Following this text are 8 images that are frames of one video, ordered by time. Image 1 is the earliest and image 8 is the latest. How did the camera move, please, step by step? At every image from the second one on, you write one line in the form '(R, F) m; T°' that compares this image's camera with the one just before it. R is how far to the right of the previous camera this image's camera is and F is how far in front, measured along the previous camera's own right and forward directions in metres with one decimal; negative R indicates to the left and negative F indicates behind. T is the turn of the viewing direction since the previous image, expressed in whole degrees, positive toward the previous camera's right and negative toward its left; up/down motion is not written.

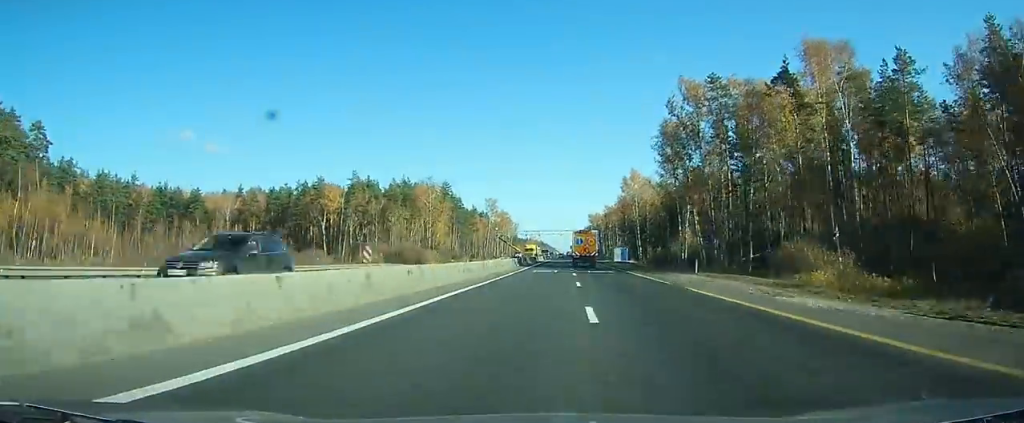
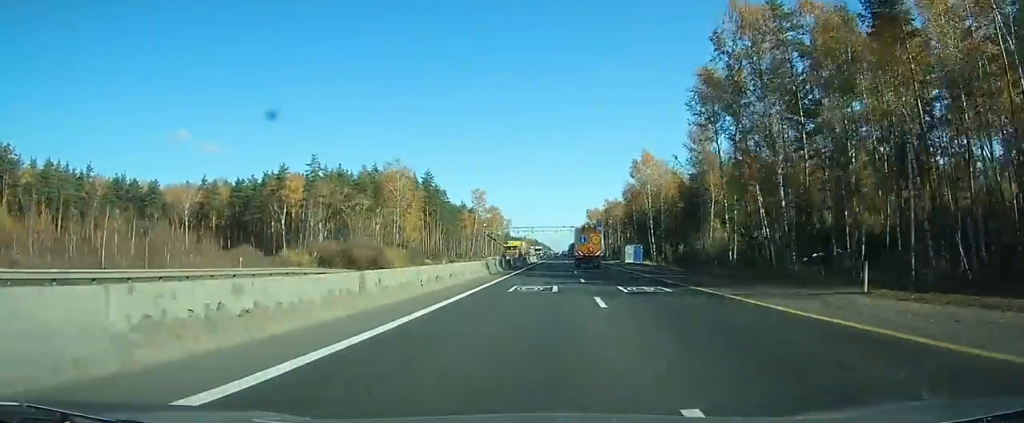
(0.0, +20.7) m; 0°
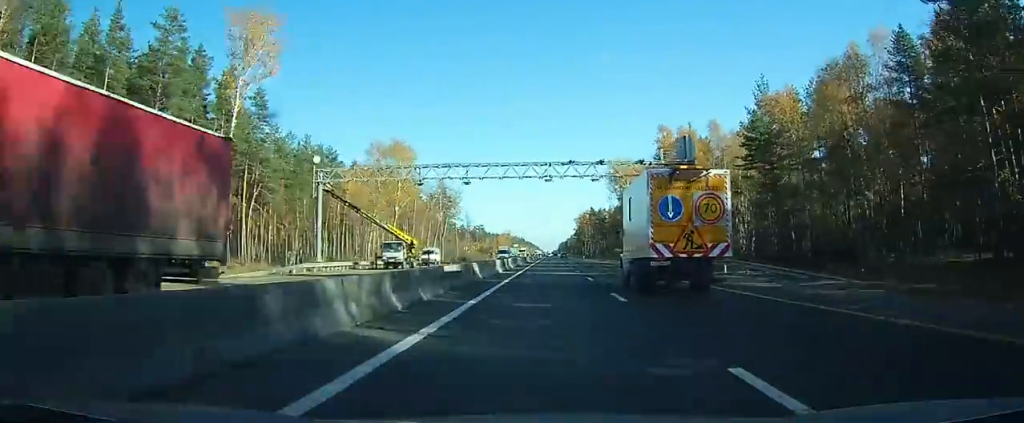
(+0.9, +115.1) m; +1°
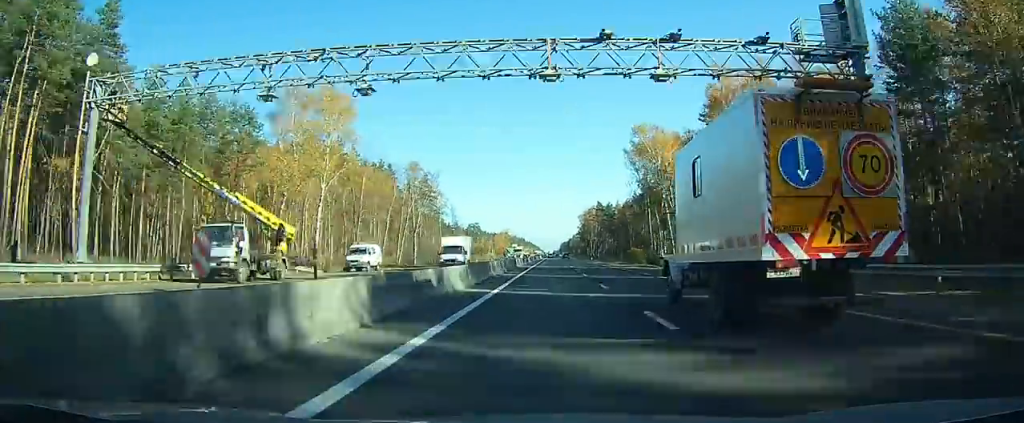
(+0.1, +31.1) m; 0°
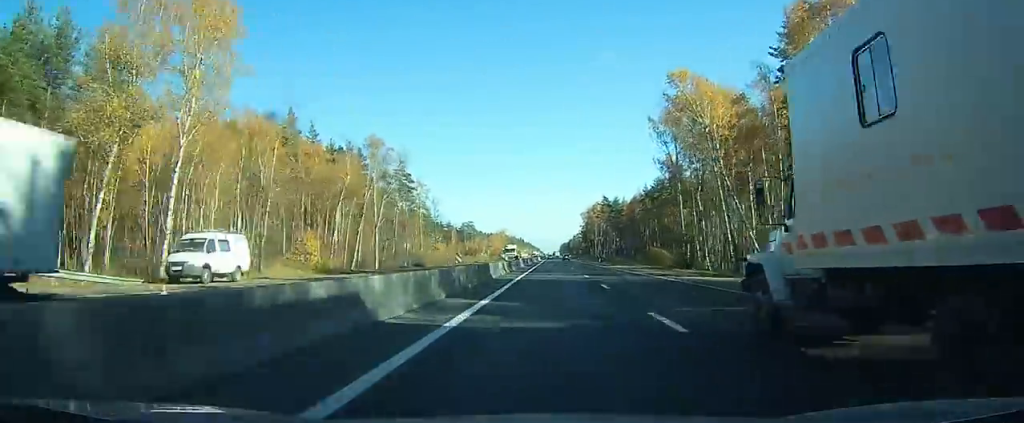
(0.0, +25.6) m; 0°
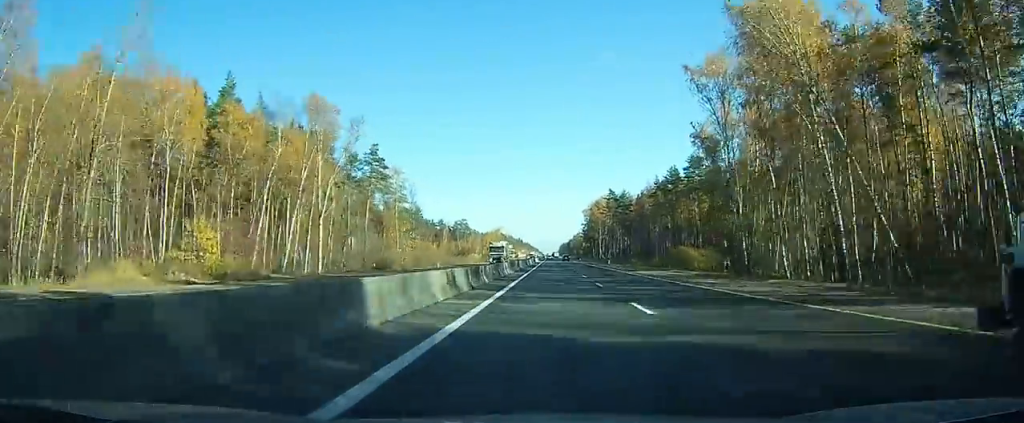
(0.0, +21.9) m; 0°
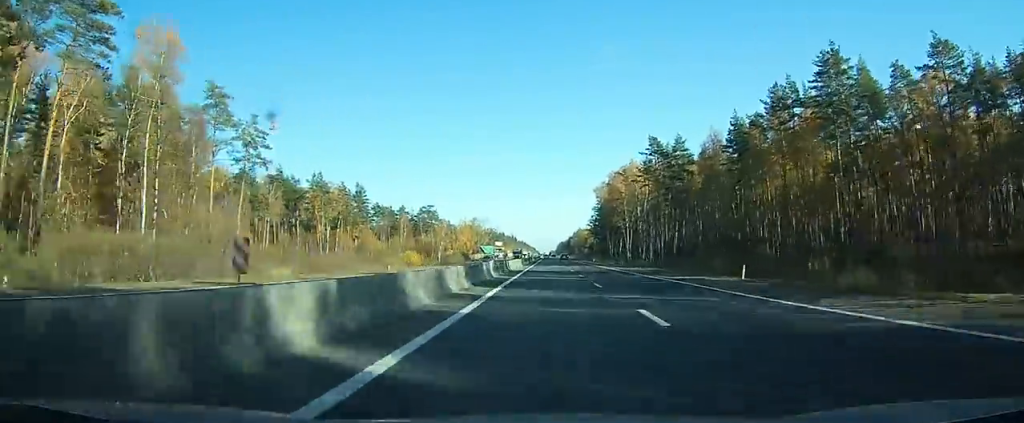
(0.0, +74.9) m; 0°
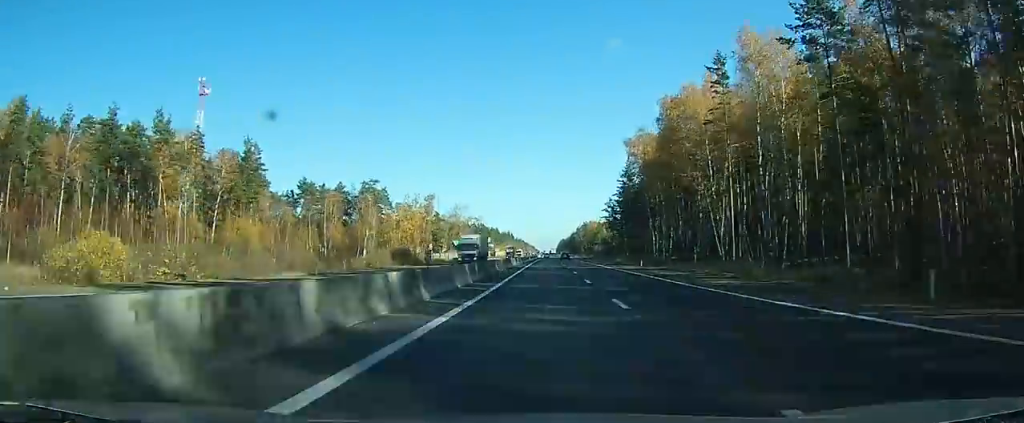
(+0.1, +65.9) m; 0°
